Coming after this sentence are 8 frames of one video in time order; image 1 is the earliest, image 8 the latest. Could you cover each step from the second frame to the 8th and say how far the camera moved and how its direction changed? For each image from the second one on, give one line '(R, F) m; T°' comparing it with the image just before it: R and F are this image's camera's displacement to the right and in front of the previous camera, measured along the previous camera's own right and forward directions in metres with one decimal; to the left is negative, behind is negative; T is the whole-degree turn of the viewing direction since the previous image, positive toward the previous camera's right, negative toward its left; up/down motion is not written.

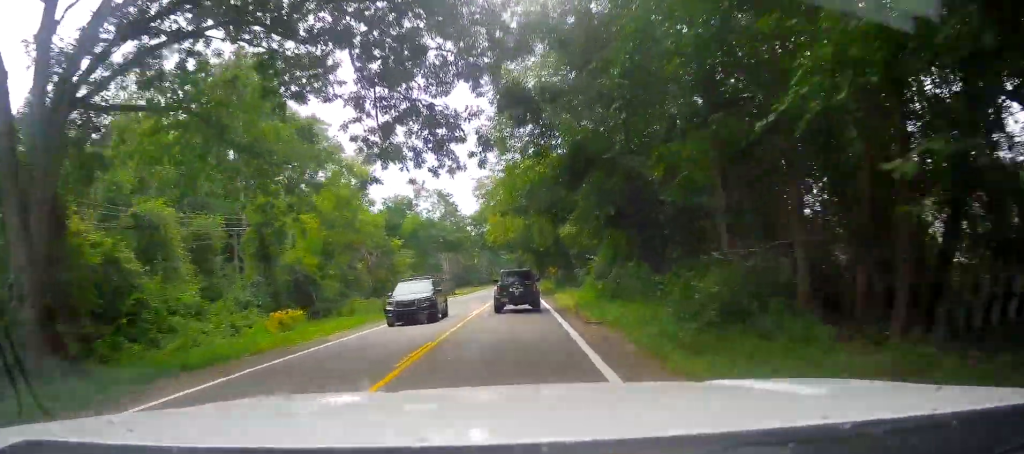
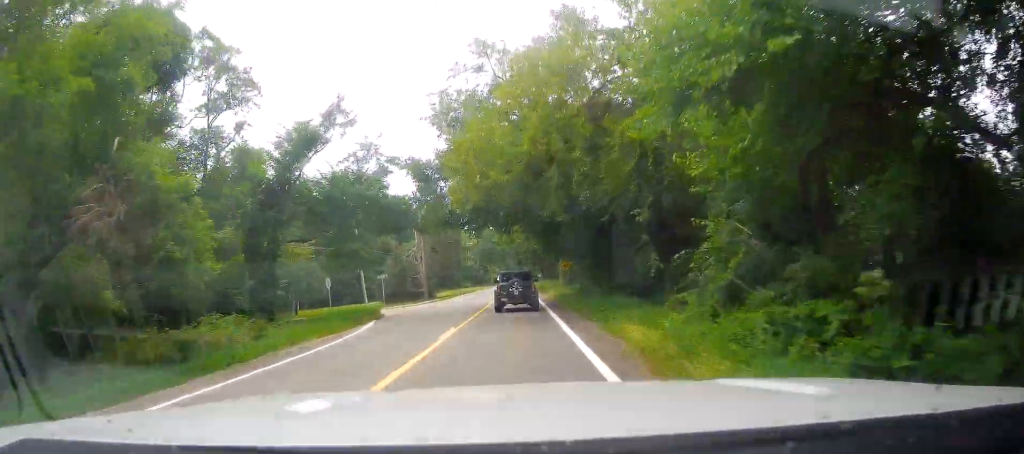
(+0.4, +26.2) m; -1°
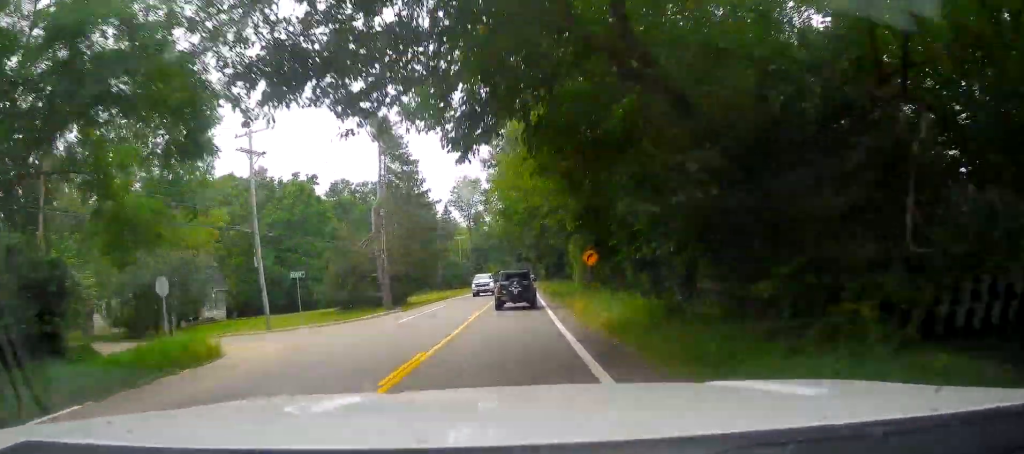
(-0.1, +21.7) m; 0°
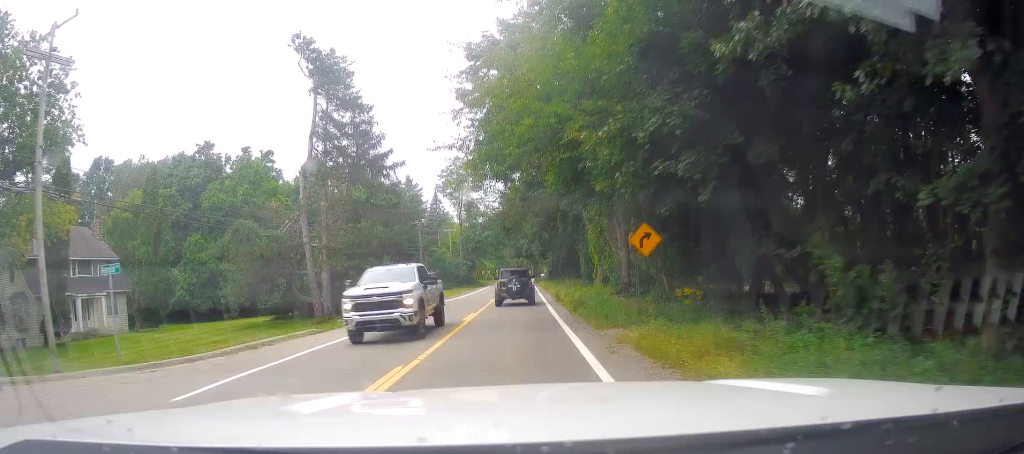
(0.0, +17.3) m; +1°
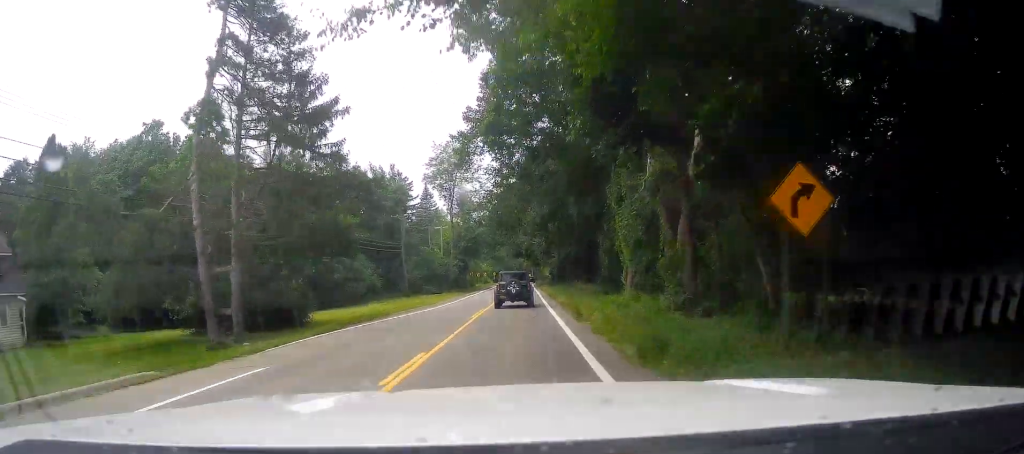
(+0.1, +12.2) m; +1°
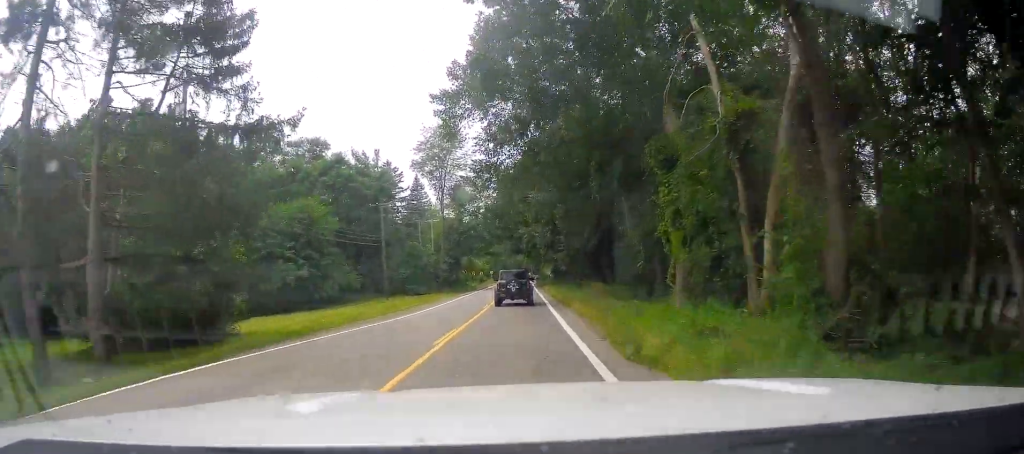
(+0.3, +9.7) m; 0°
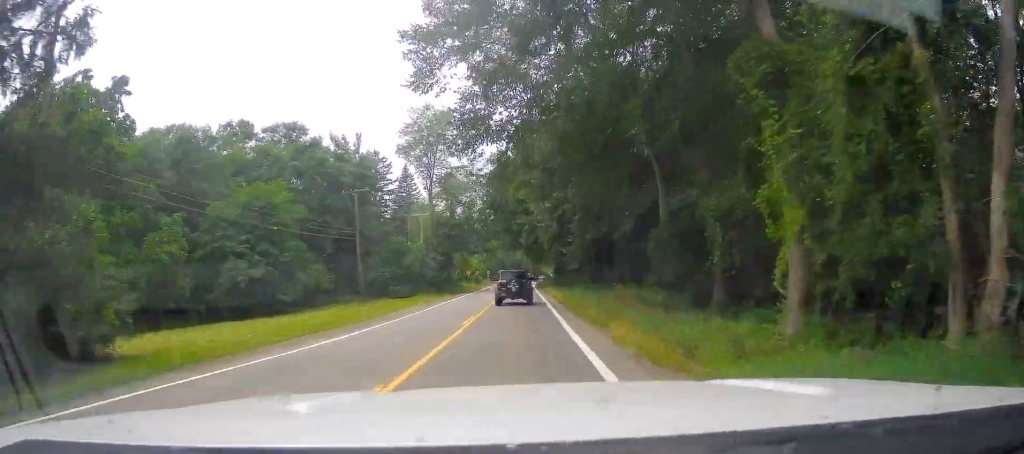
(-0.1, +9.2) m; -1°
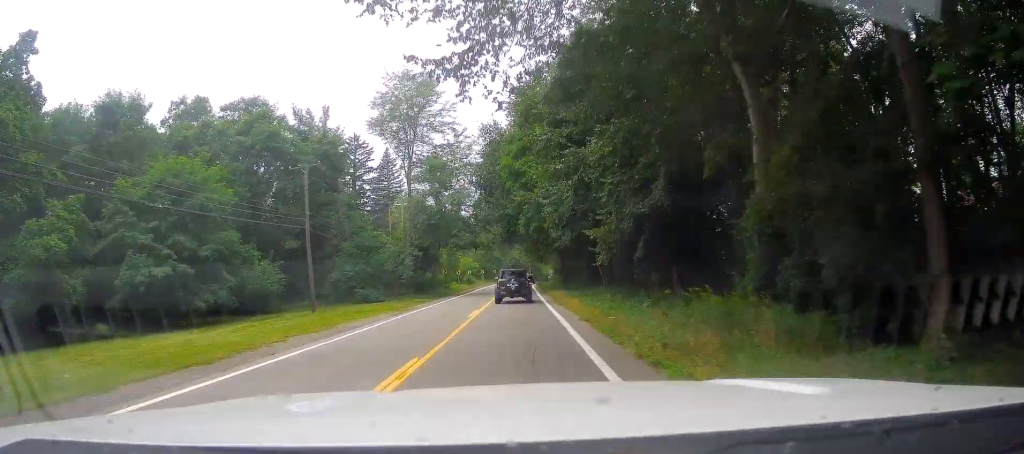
(-0.2, +12.0) m; -1°
